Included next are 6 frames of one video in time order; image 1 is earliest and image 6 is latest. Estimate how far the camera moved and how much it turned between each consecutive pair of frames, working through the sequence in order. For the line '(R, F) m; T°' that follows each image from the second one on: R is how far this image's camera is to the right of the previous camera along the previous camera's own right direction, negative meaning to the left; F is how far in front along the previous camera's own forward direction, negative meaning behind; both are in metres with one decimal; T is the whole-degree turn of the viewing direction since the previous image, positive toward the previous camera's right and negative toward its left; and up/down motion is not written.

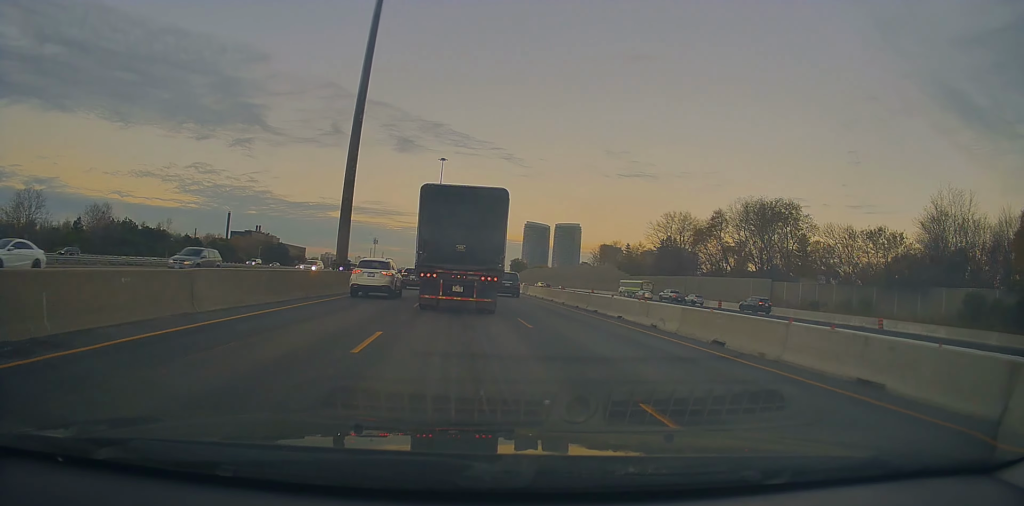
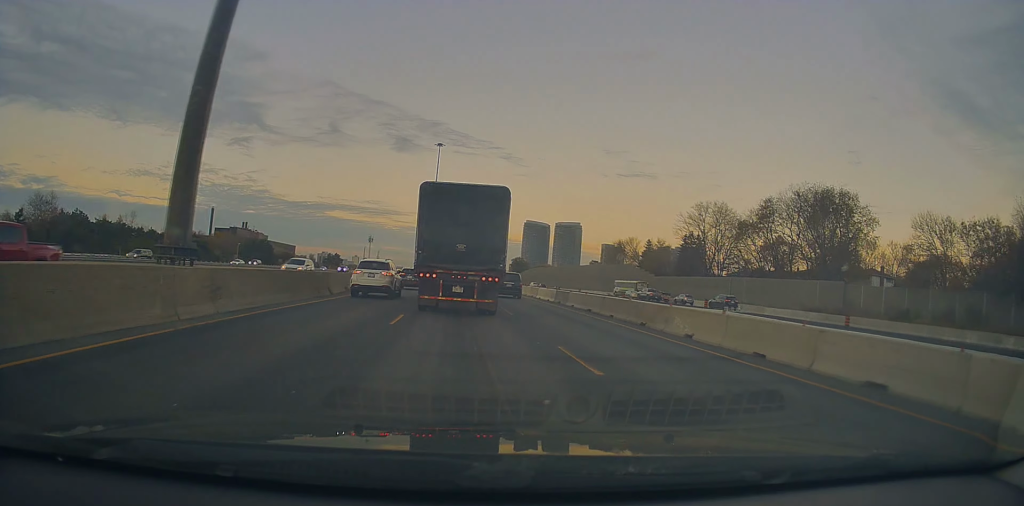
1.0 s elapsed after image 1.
(+0.4, +19.1) m; 0°
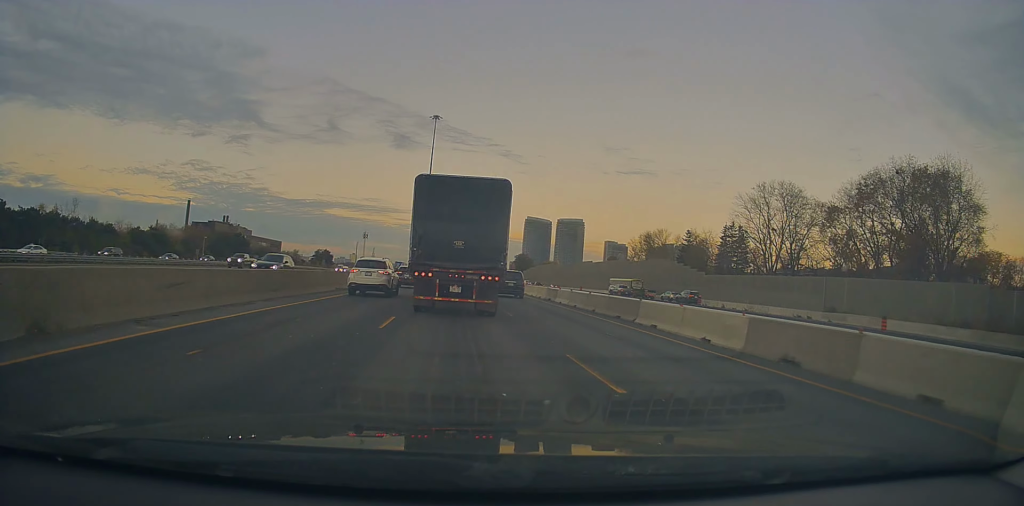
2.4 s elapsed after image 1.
(-0.3, +25.1) m; 0°
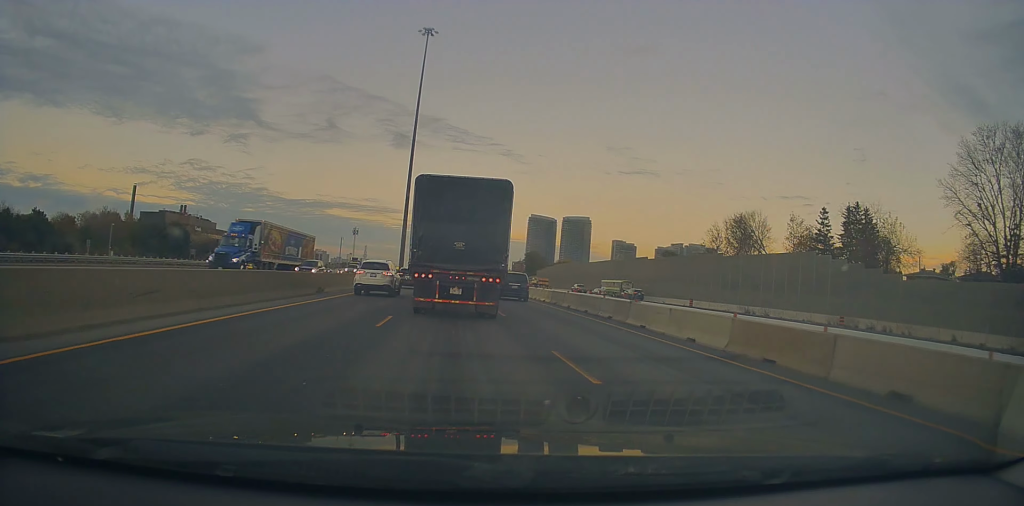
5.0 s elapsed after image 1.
(-0.3, +47.6) m; +1°
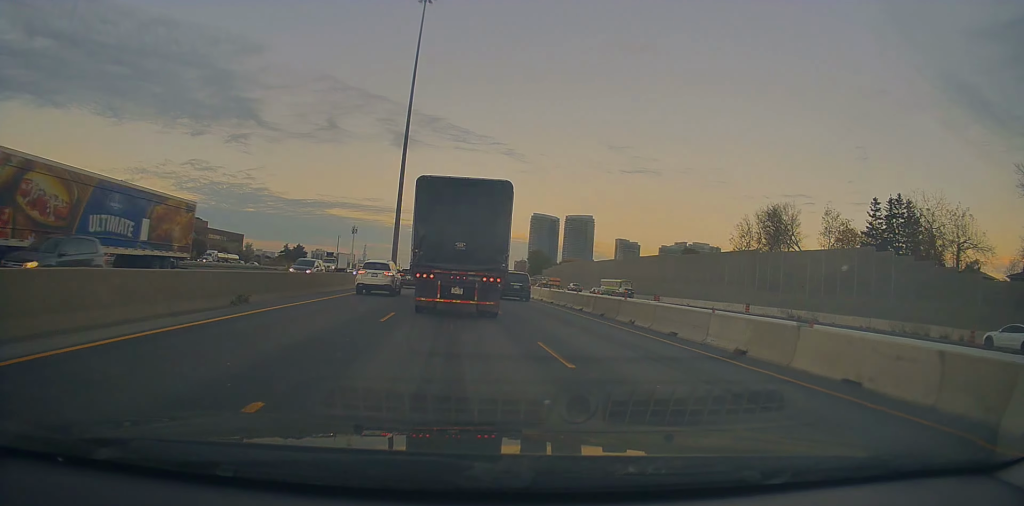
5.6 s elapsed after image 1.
(+0.6, +10.9) m; 0°
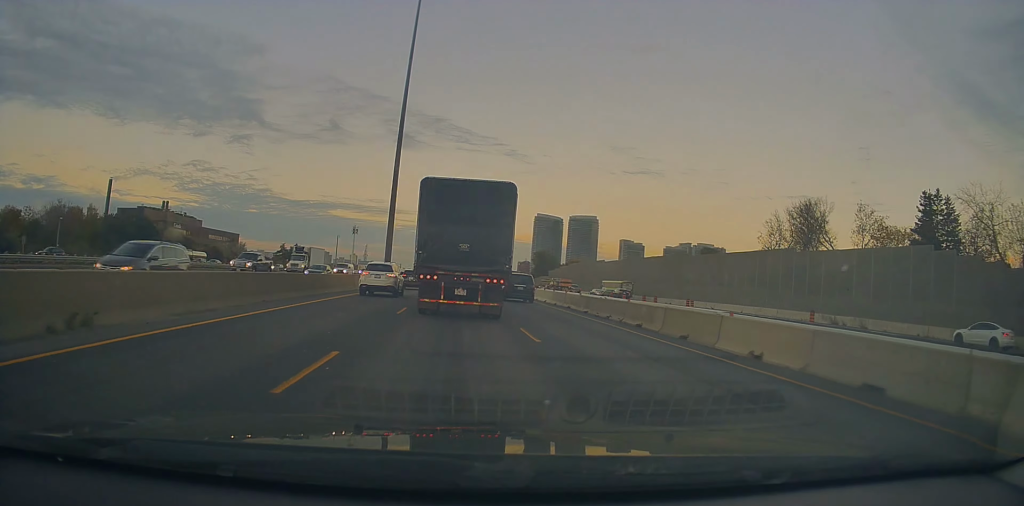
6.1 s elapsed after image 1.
(+0.3, +8.5) m; 0°
